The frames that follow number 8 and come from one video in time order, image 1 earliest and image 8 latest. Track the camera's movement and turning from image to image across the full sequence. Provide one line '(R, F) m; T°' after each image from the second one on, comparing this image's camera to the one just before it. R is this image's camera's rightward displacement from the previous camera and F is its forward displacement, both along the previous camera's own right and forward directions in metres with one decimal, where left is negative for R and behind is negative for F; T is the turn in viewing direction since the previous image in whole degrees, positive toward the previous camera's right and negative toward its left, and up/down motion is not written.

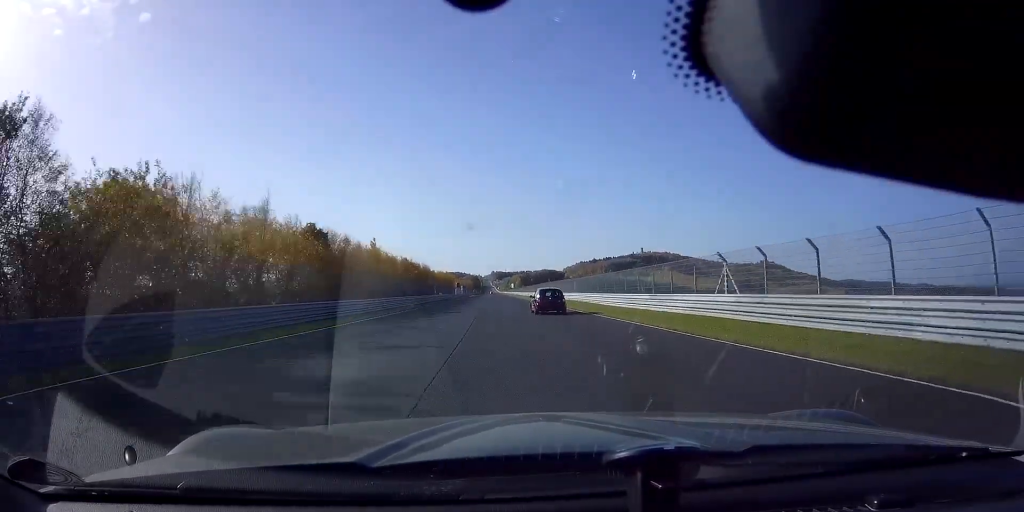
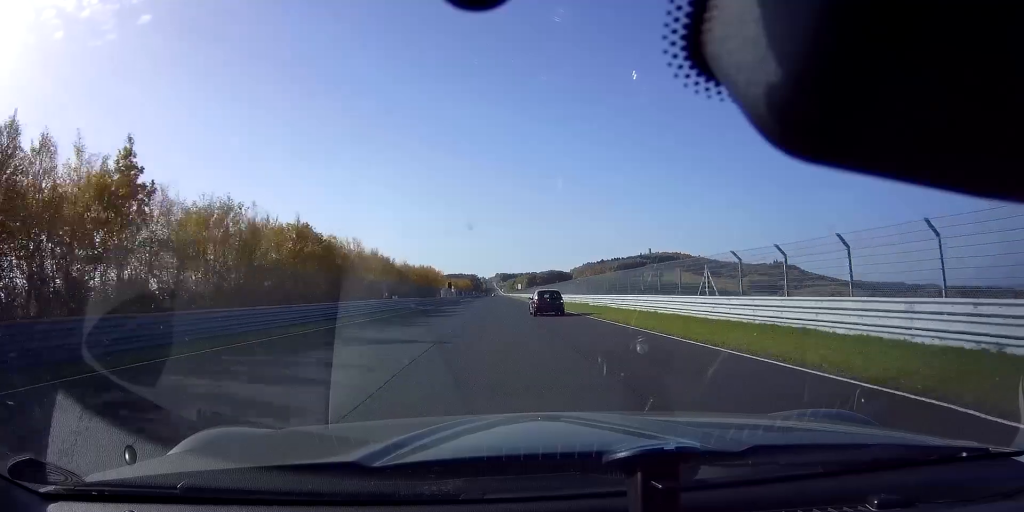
(-0.1, +46.4) m; -1°
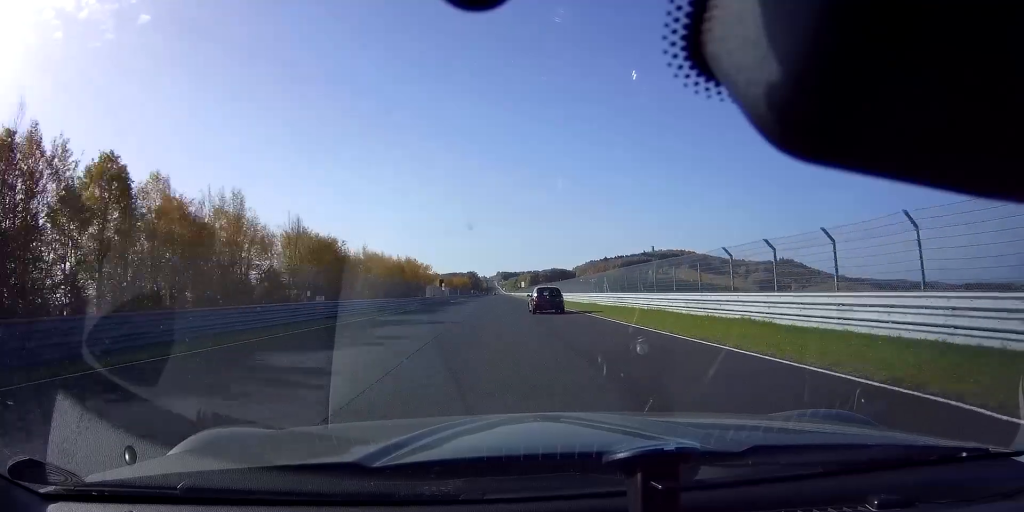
(-0.1, +23.5) m; 0°
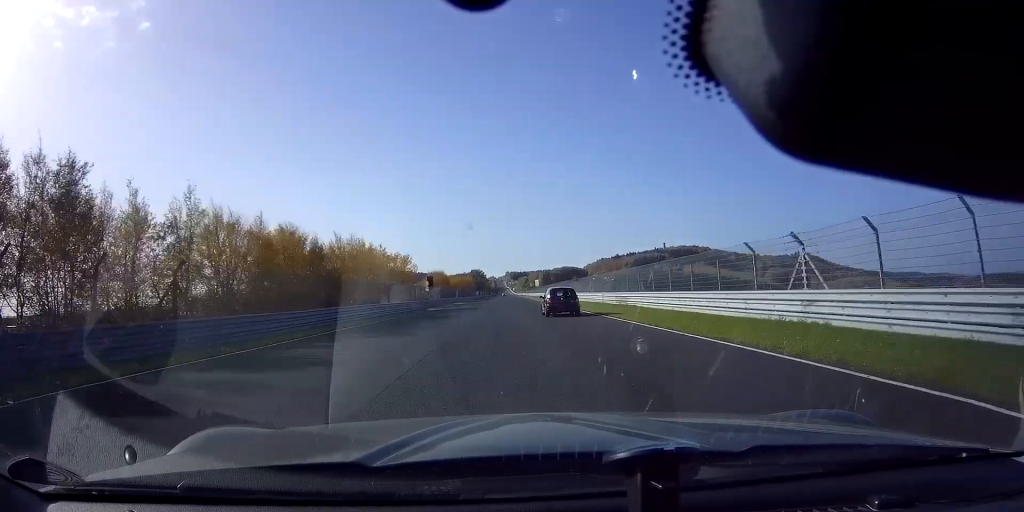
(-0.1, +33.7) m; 0°
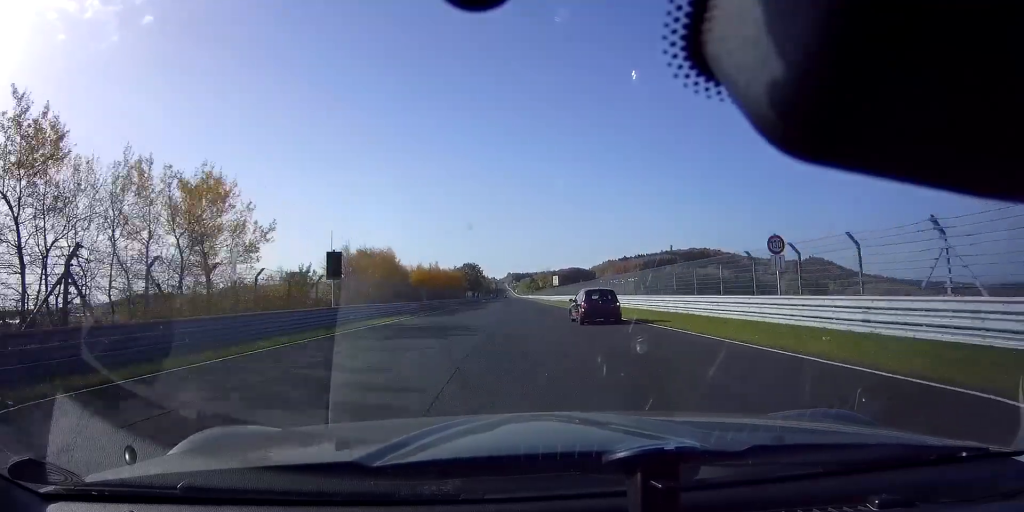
(-0.2, +54.5) m; 0°
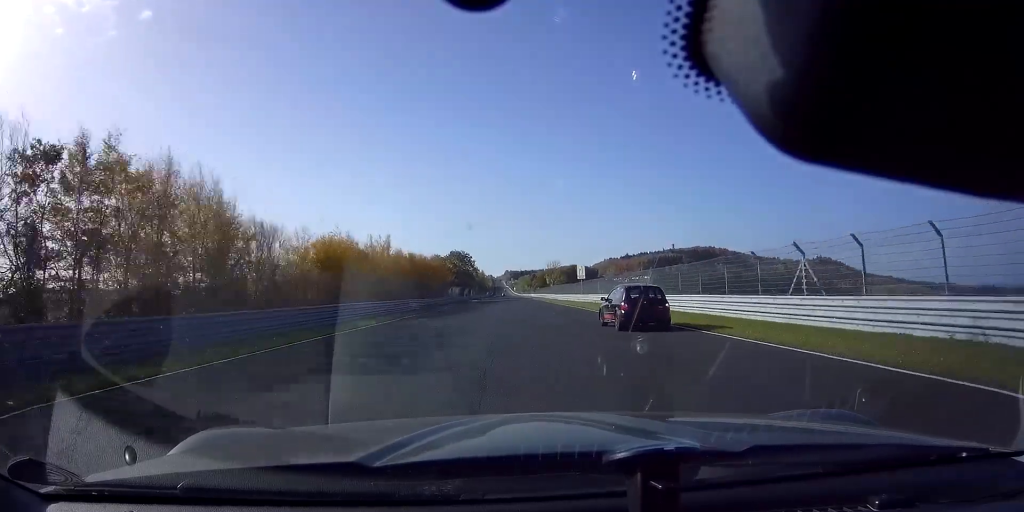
(-0.1, +39.4) m; 0°
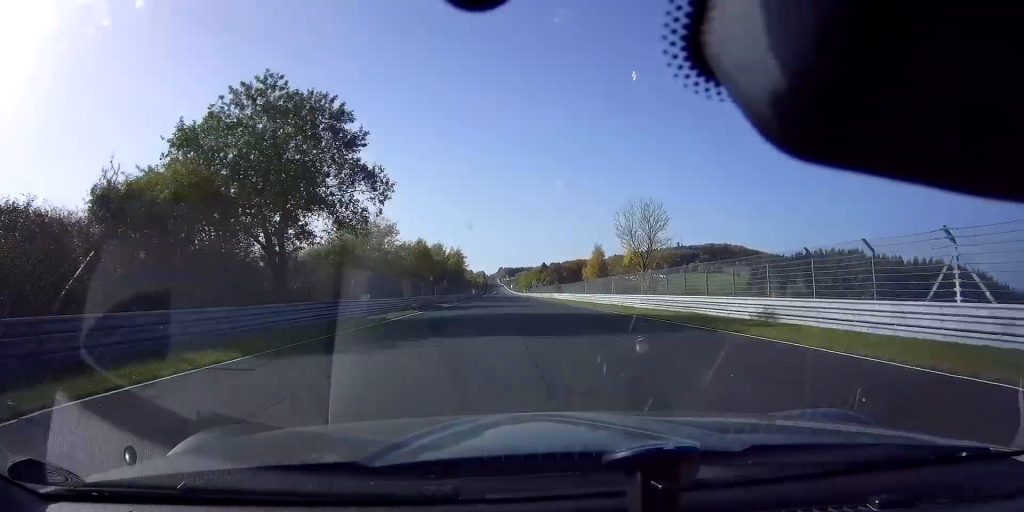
(+0.7, +104.4) m; +1°
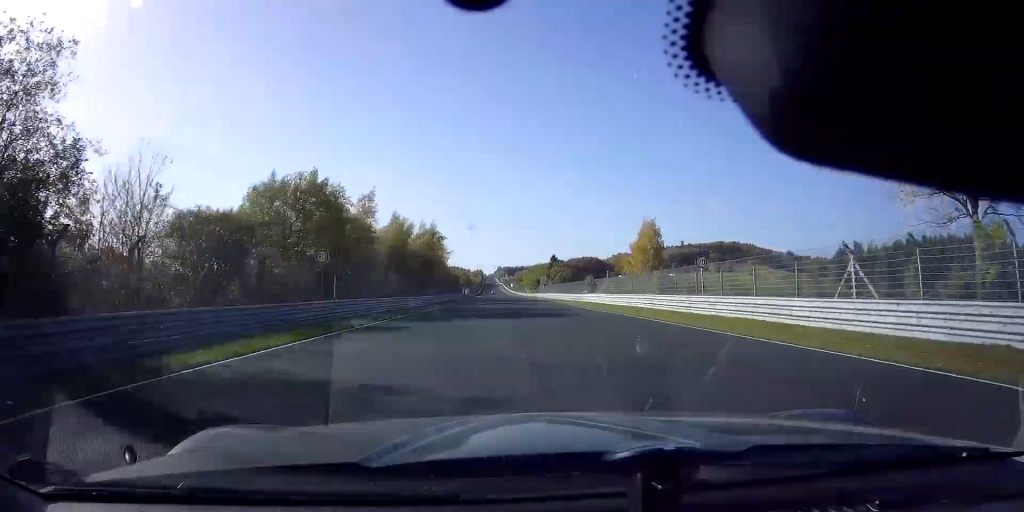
(+0.1, +42.3) m; 0°
